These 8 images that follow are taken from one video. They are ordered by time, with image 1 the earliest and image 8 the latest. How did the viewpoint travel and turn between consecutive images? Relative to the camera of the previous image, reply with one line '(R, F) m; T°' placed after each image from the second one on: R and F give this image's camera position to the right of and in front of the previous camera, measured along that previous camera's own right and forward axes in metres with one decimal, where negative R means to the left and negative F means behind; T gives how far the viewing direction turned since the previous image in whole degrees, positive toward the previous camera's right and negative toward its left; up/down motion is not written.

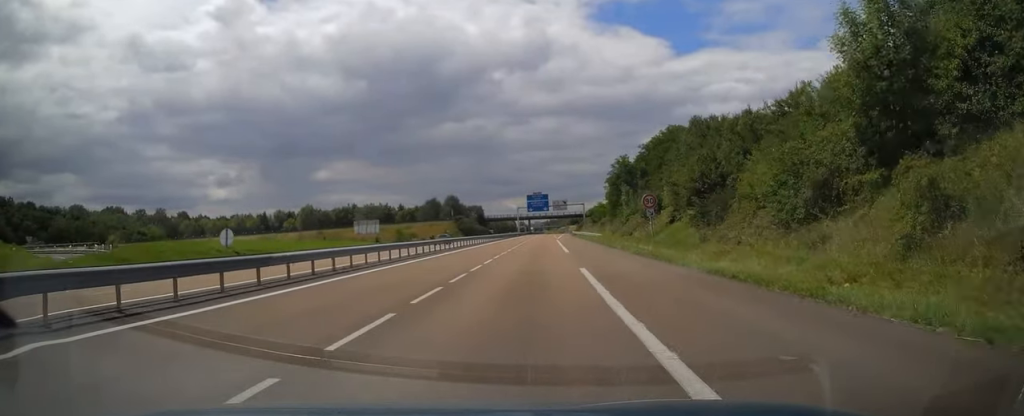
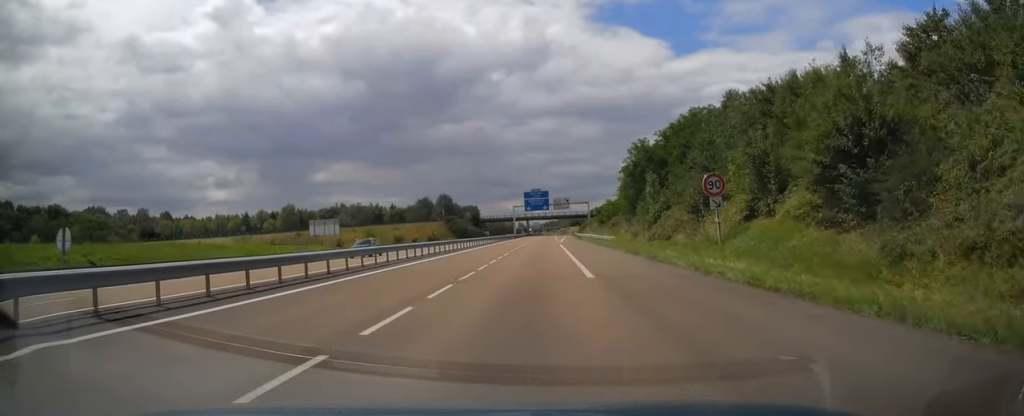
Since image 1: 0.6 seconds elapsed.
(+0.1, +16.7) m; 0°
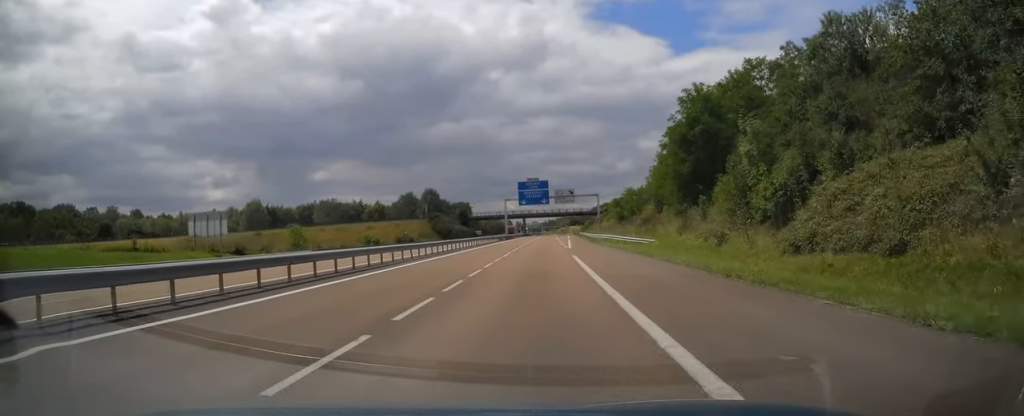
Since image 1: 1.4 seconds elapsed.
(0.0, +25.7) m; 0°
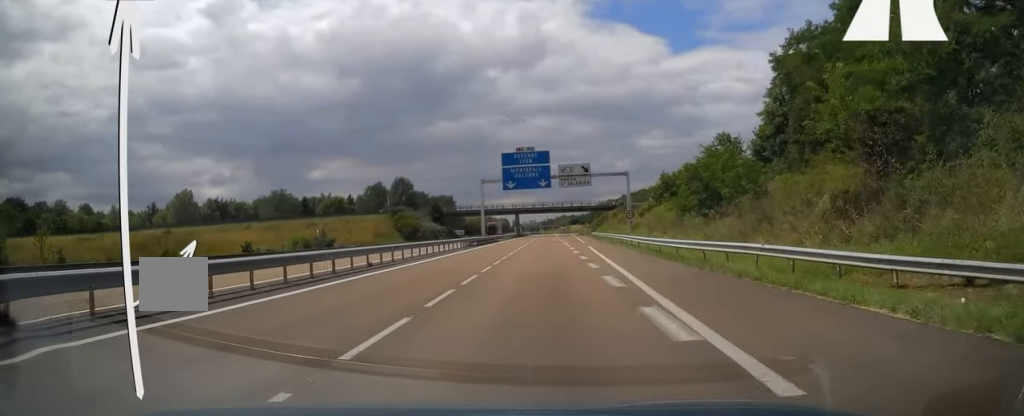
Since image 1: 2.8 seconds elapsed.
(+0.1, +38.8) m; +1°
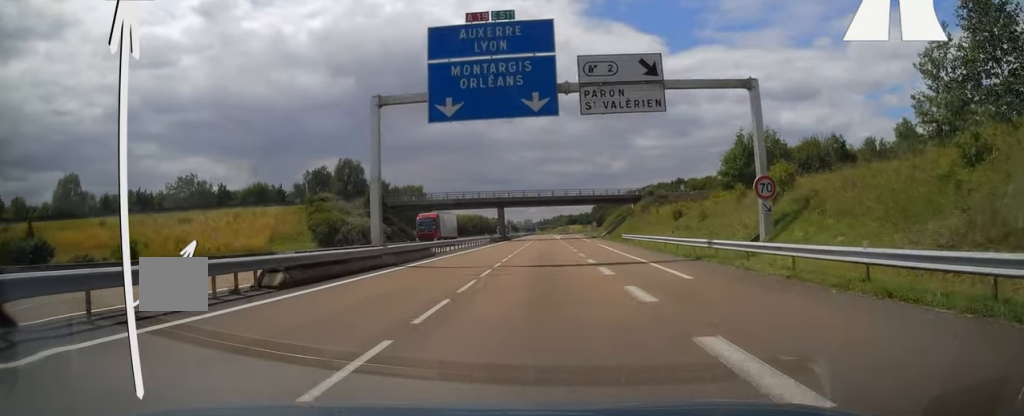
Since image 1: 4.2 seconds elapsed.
(+0.1, +42.2) m; 0°
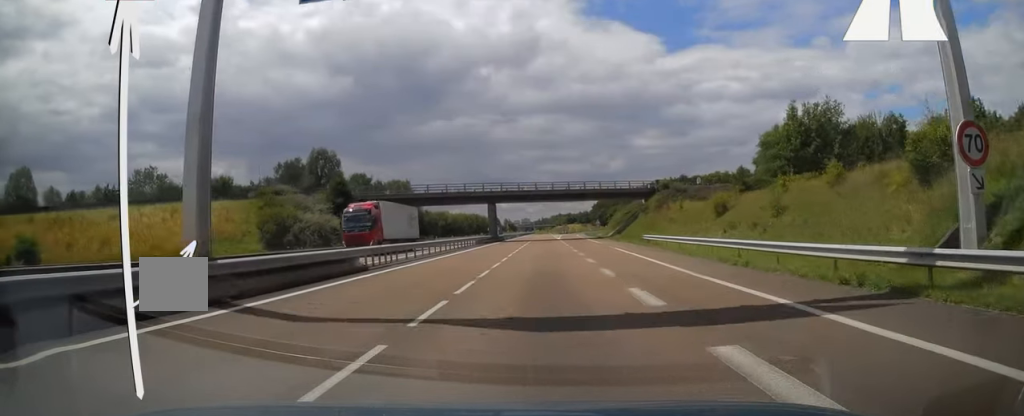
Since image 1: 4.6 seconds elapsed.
(-0.1, +13.8) m; 0°
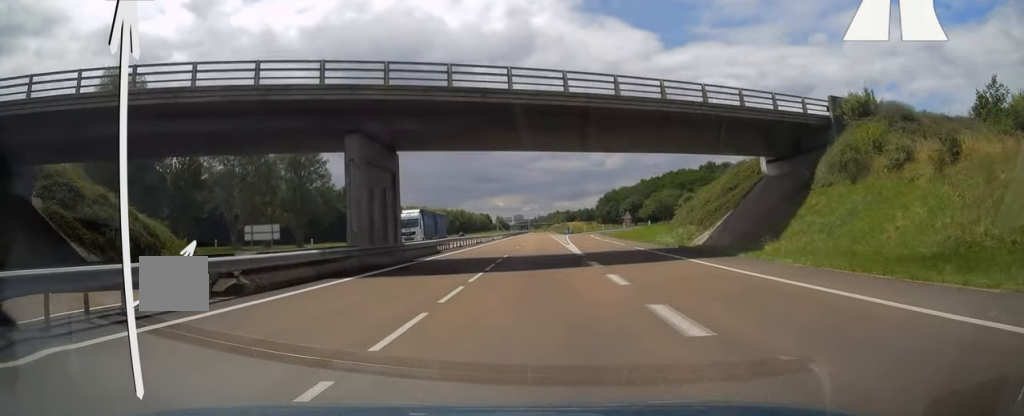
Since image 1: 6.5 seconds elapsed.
(+0.5, +55.2) m; 0°
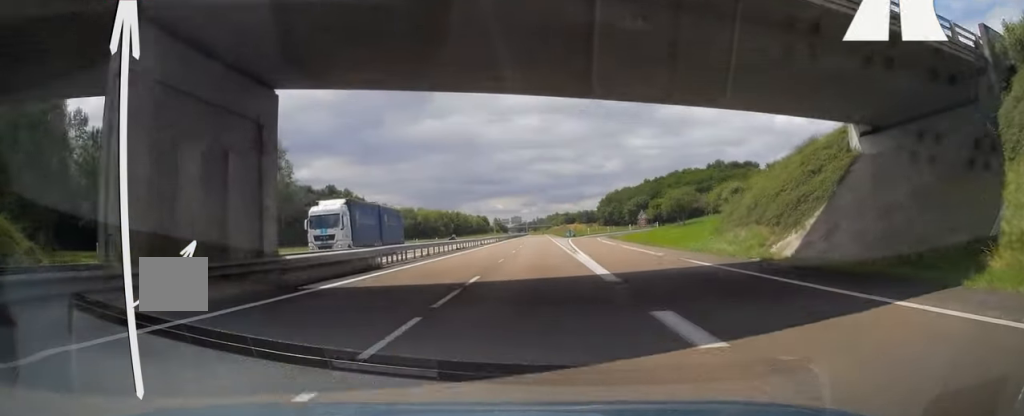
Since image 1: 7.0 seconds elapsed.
(0.0, +13.7) m; 0°
